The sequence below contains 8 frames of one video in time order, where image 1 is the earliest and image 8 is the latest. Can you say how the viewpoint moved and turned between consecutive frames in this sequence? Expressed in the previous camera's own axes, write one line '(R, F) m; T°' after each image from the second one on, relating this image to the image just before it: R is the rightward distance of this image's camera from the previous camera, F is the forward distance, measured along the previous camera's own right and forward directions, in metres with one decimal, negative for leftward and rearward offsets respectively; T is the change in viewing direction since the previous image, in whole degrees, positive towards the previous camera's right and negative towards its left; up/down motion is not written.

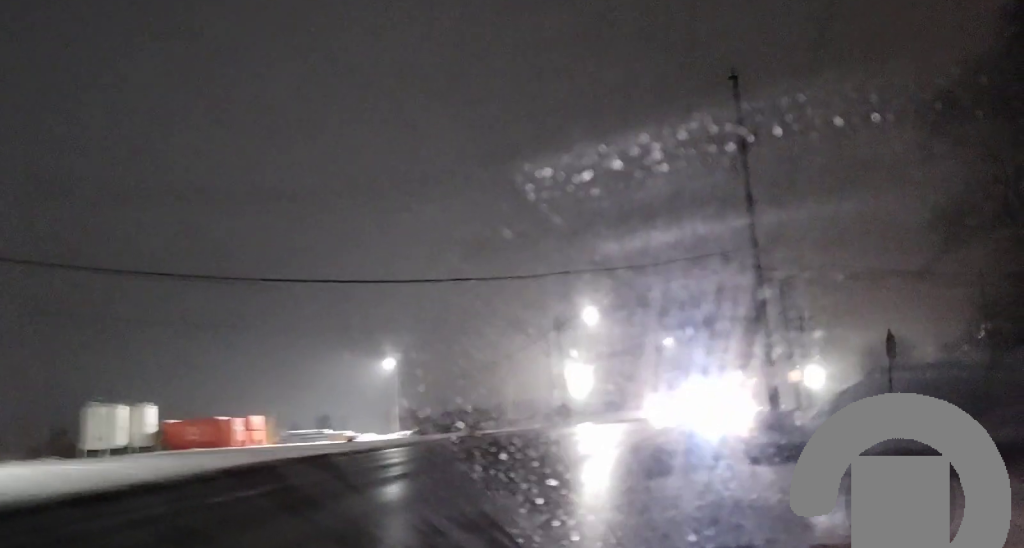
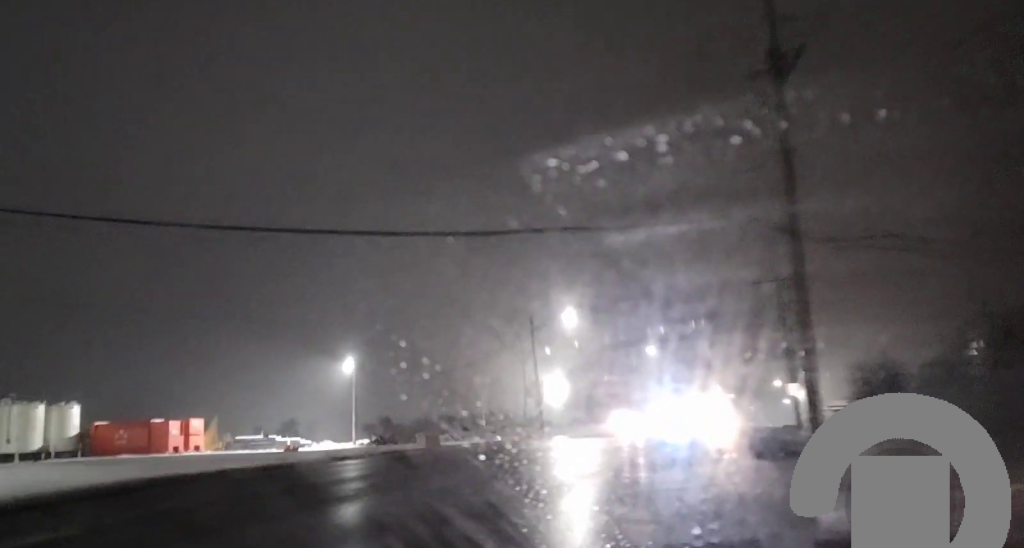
(+0.1, +6.7) m; 0°
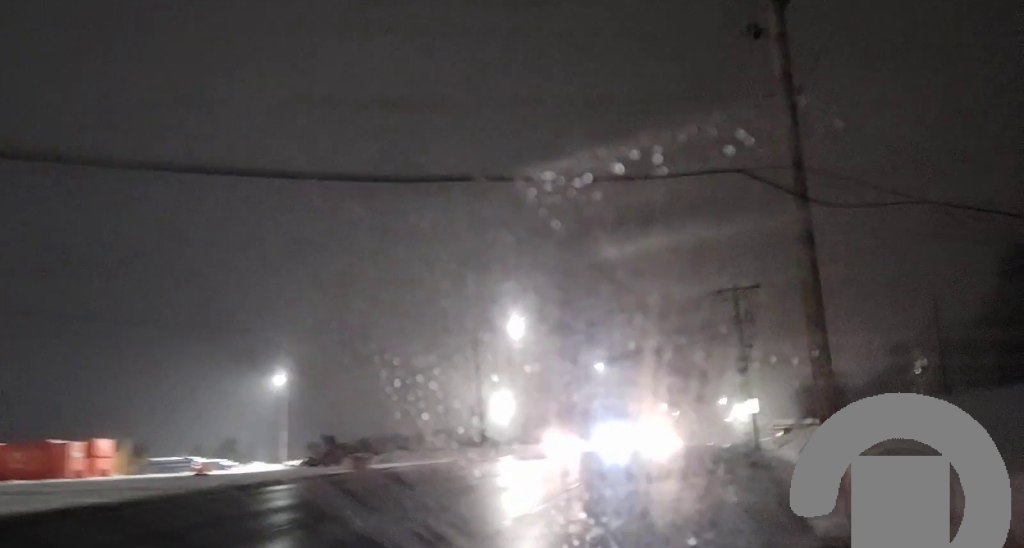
(0.0, +5.2) m; +1°
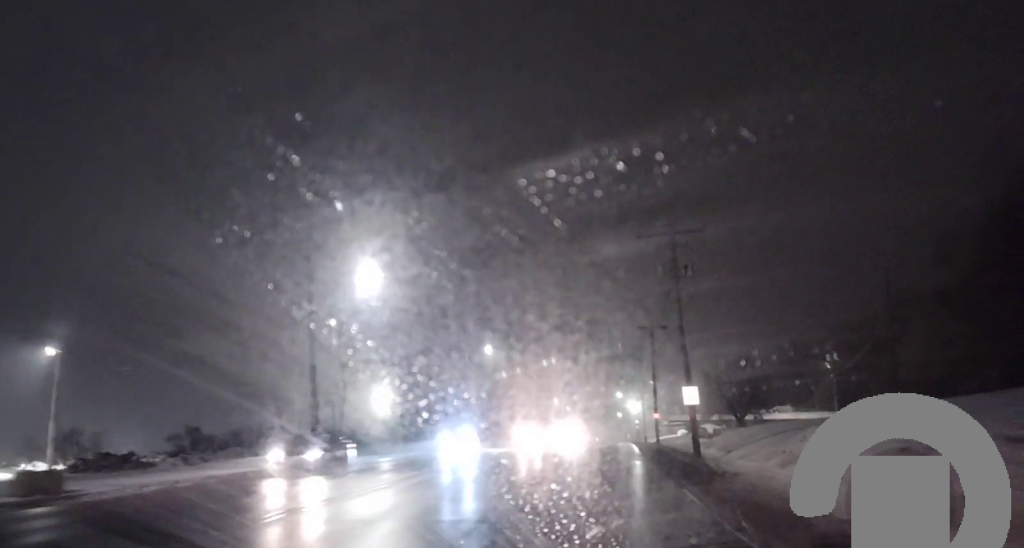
(+0.8, +17.8) m; +9°
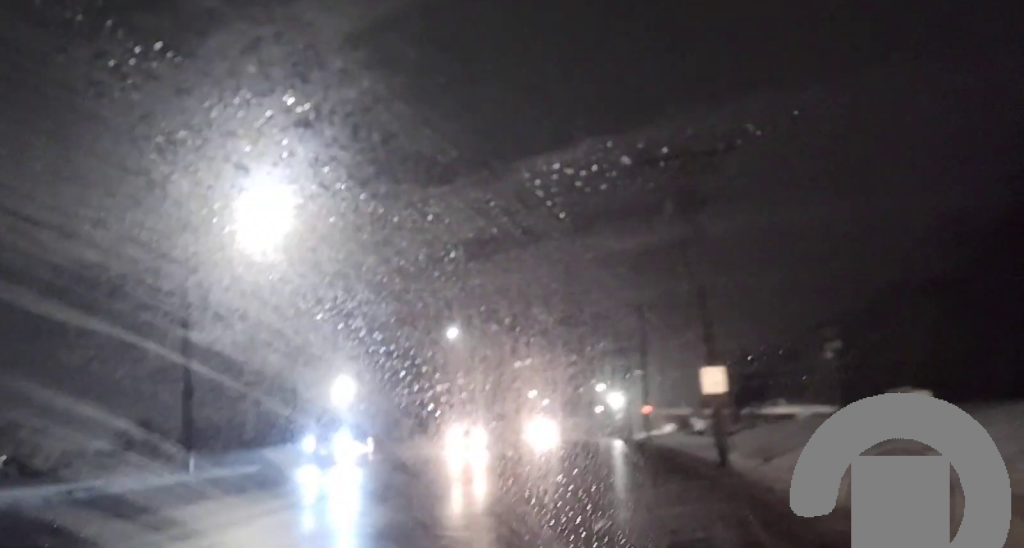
(+0.7, +11.0) m; +5°
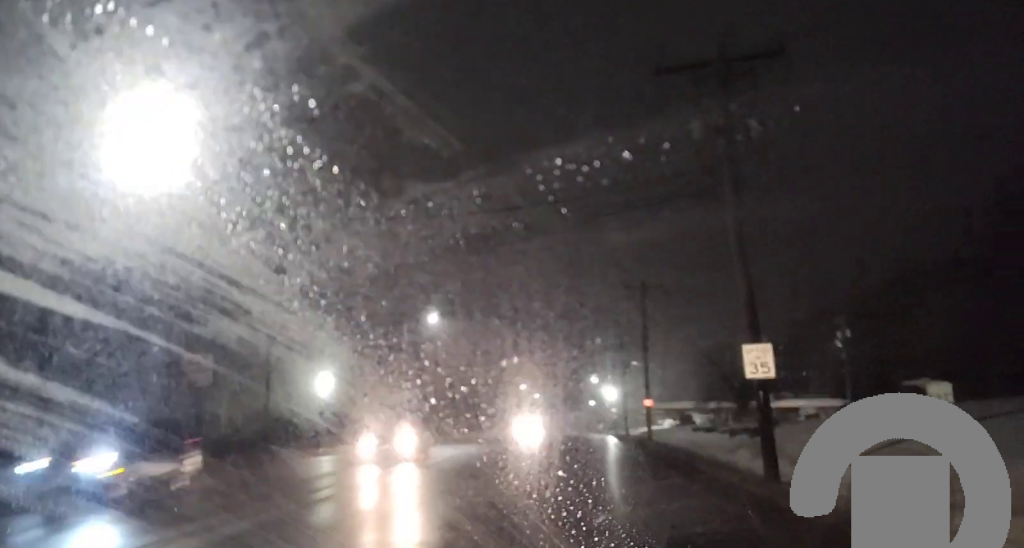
(+0.1, +7.7) m; +1°
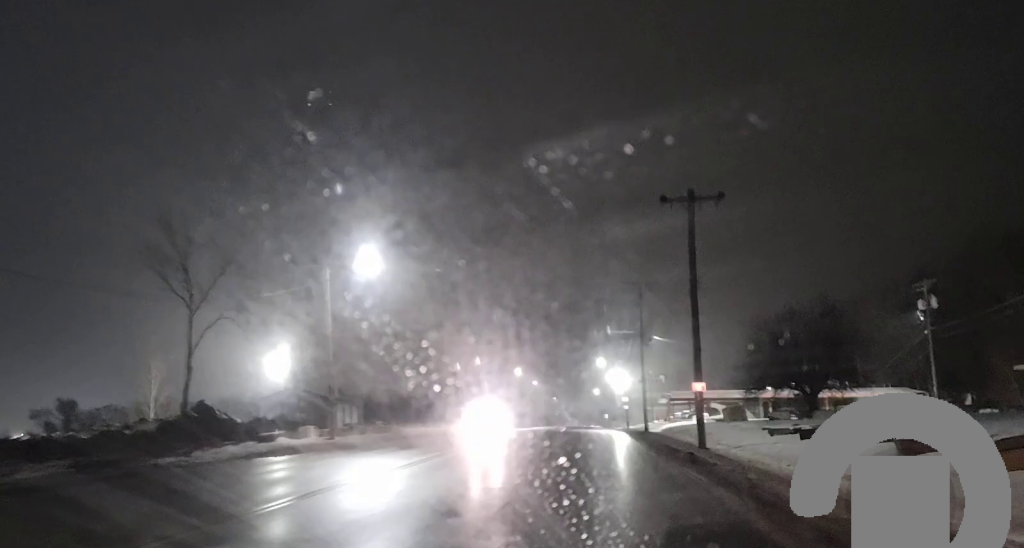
(+0.1, +22.8) m; +1°
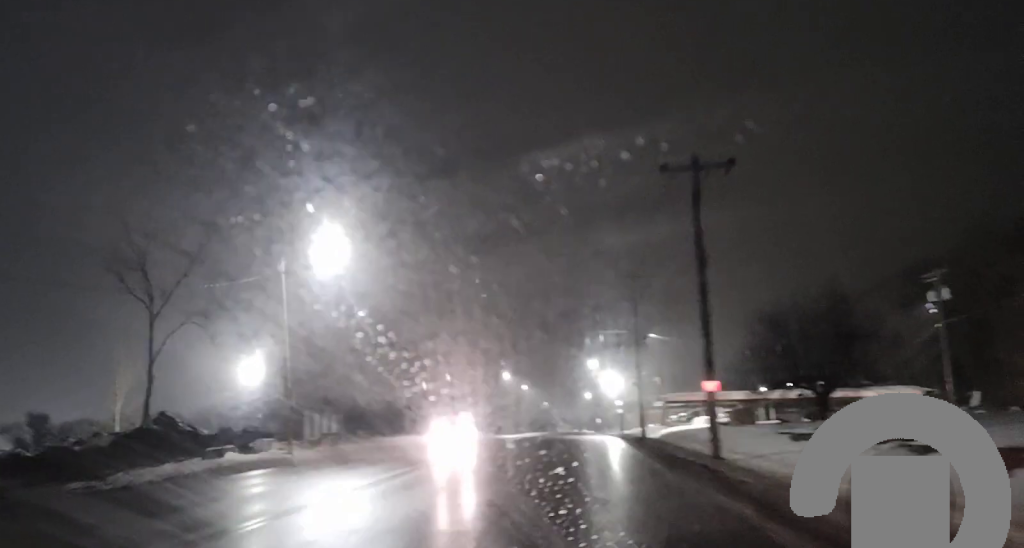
(0.0, +4.9) m; 0°
